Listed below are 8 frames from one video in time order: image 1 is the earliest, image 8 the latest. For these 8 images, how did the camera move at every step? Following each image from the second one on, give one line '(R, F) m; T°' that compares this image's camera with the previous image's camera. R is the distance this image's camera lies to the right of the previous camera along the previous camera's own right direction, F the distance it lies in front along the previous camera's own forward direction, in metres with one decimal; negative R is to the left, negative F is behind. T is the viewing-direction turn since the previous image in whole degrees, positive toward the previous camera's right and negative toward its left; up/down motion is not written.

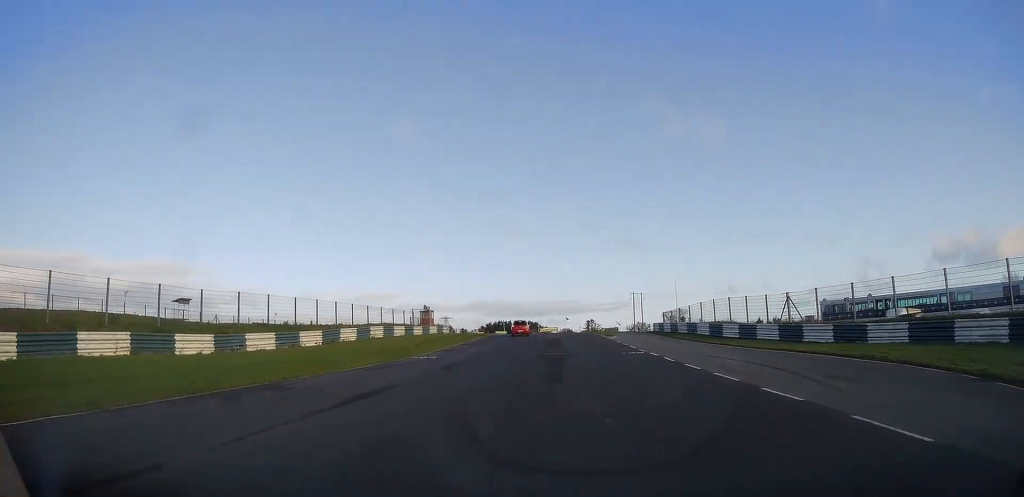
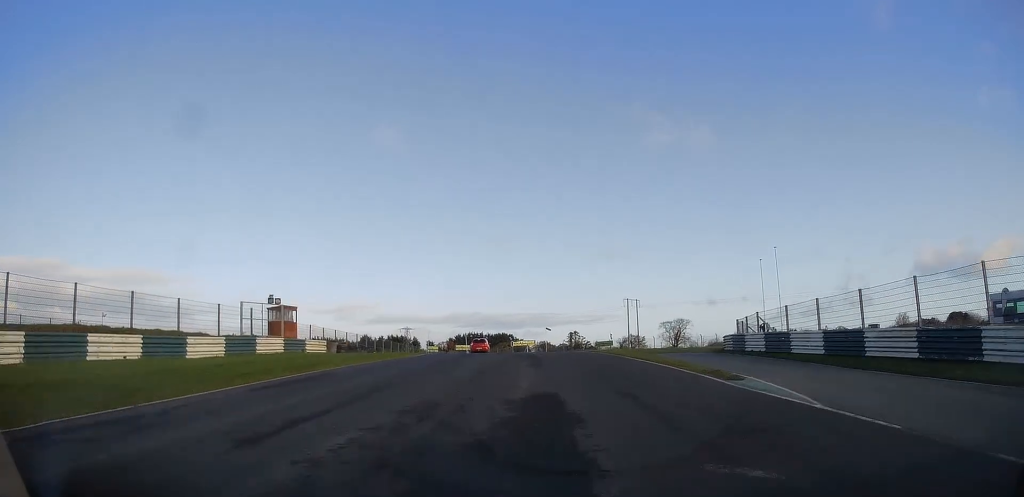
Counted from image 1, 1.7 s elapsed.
(+0.2, +38.2) m; +1°
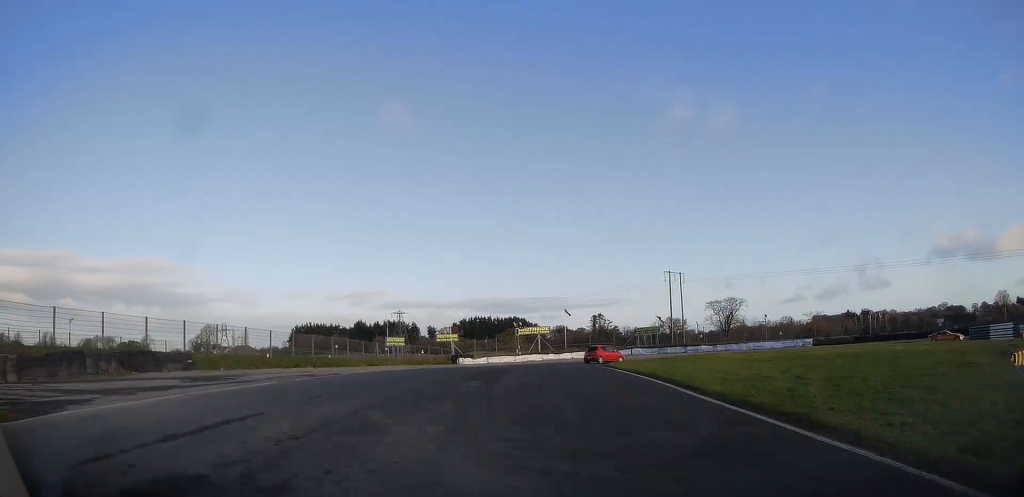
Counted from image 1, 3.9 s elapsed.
(+0.3, +45.8) m; 0°
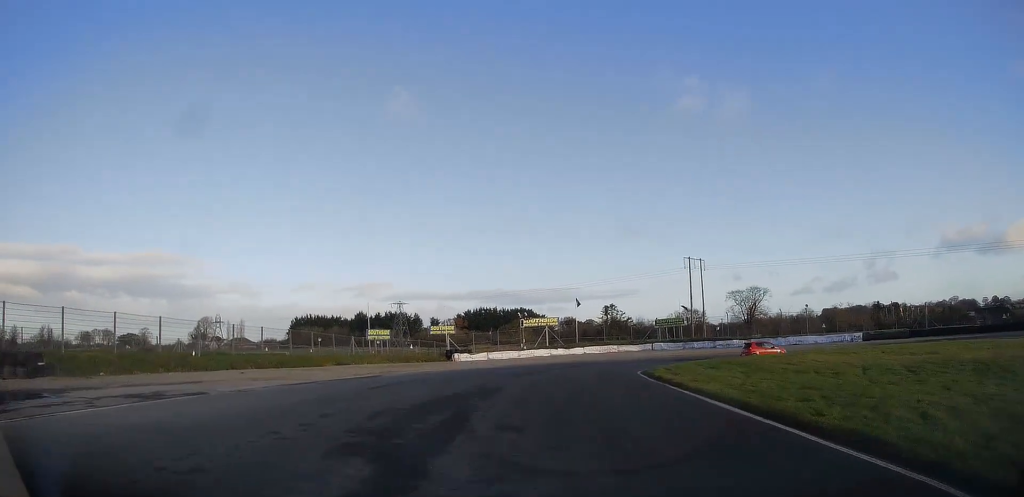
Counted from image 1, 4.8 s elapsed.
(-0.1, +14.3) m; -1°
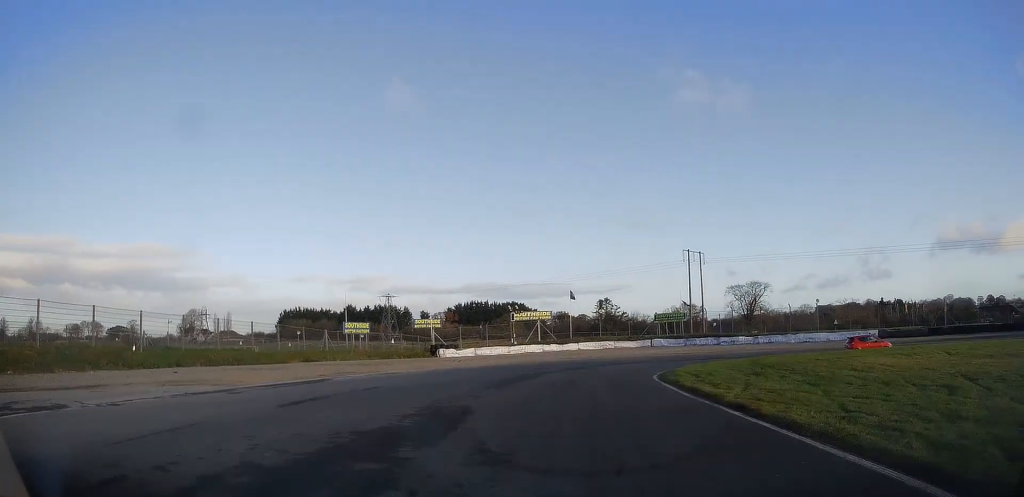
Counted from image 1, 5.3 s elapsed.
(-0.1, +6.7) m; 0°
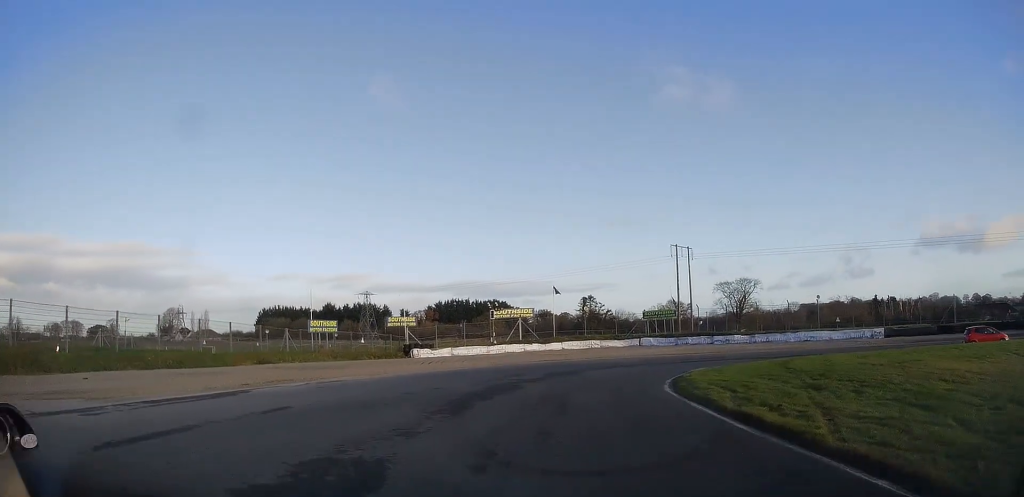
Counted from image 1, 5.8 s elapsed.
(0.0, +5.3) m; +1°
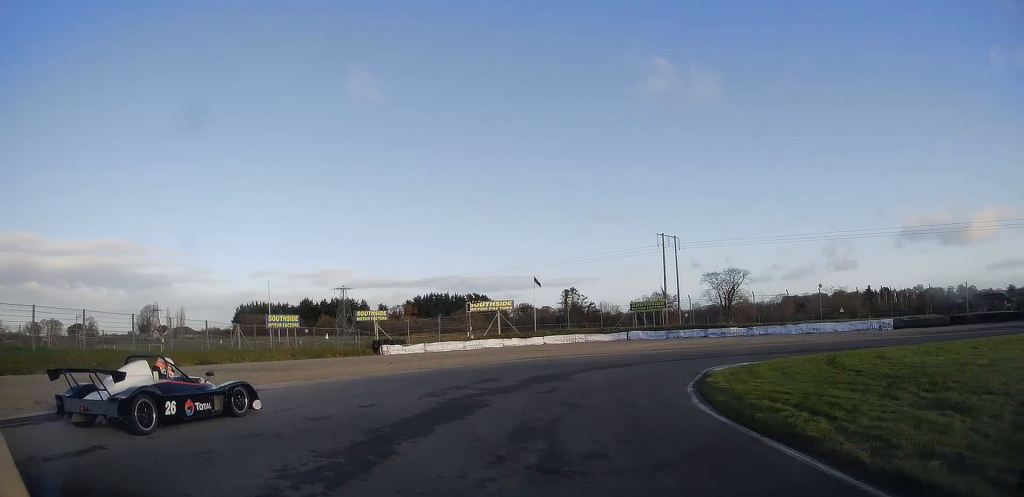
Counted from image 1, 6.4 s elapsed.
(0.0, +5.7) m; +2°
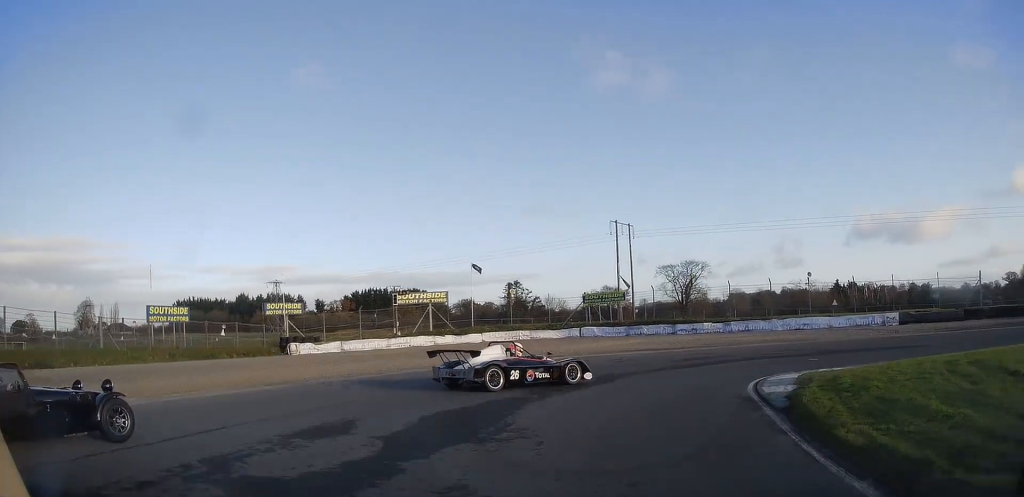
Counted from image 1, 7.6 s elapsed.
(+0.6, +9.8) m; +9°
